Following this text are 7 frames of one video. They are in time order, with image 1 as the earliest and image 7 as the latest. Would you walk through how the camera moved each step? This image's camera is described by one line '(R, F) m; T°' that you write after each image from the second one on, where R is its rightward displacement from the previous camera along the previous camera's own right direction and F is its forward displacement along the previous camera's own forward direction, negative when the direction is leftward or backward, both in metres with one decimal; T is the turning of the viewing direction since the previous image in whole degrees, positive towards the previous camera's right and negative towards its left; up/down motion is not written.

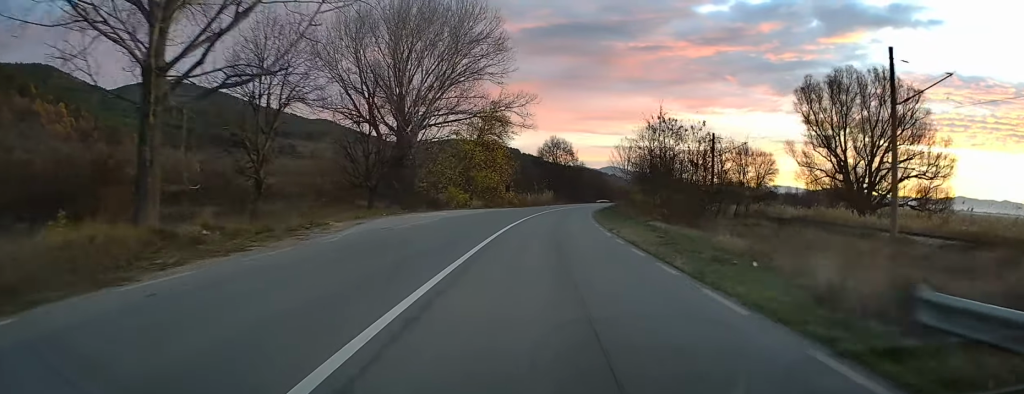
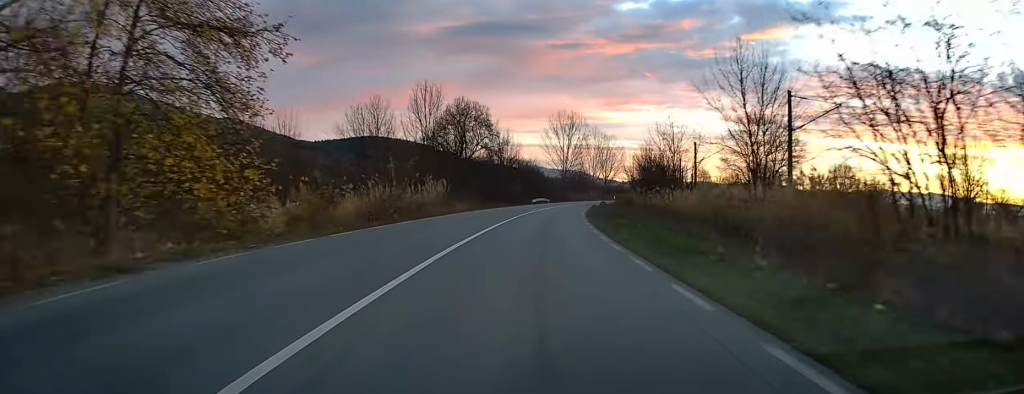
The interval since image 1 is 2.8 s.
(+5.1, +68.8) m; +7°
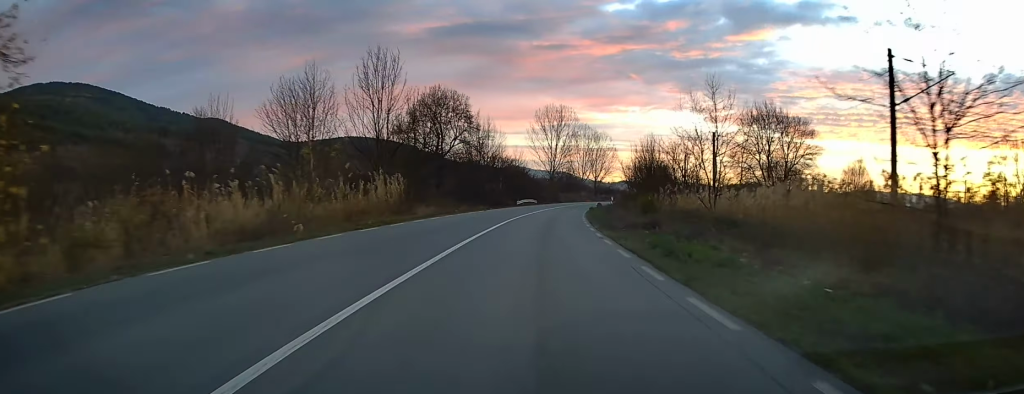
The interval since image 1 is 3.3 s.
(+0.1, +13.4) m; +1°
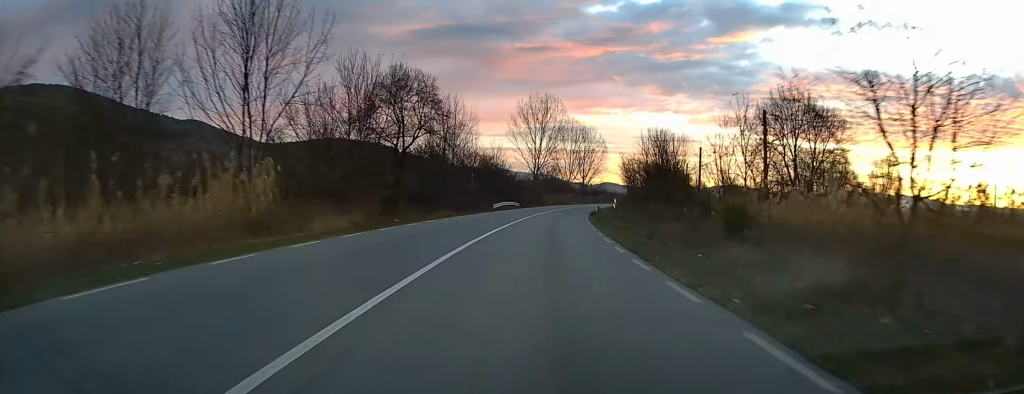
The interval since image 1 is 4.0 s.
(+0.2, +18.5) m; +2°
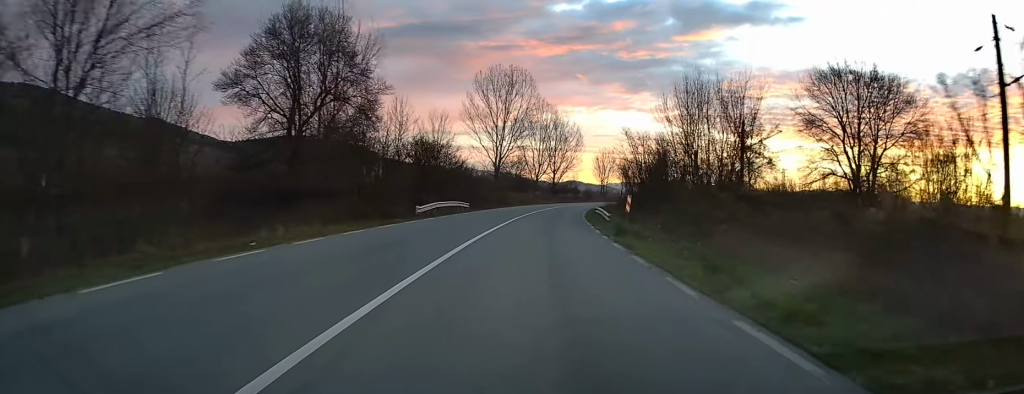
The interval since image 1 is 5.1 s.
(+0.6, +27.9) m; +4°
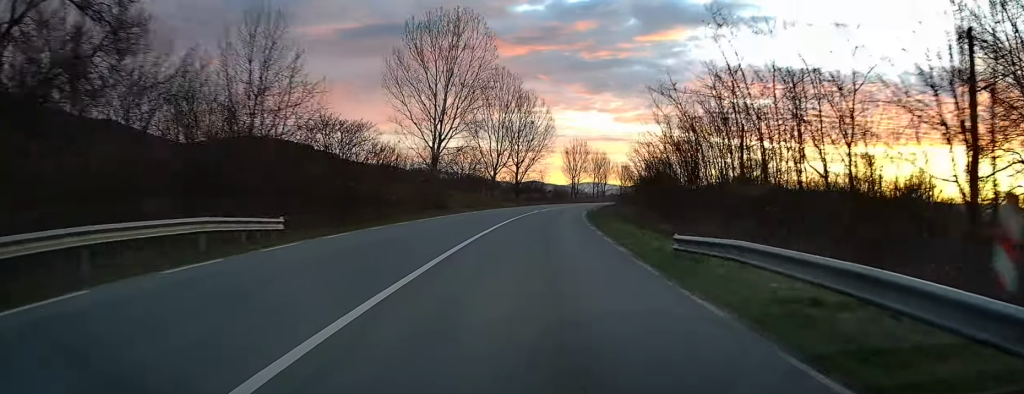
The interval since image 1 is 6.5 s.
(+1.3, +33.7) m; +3°
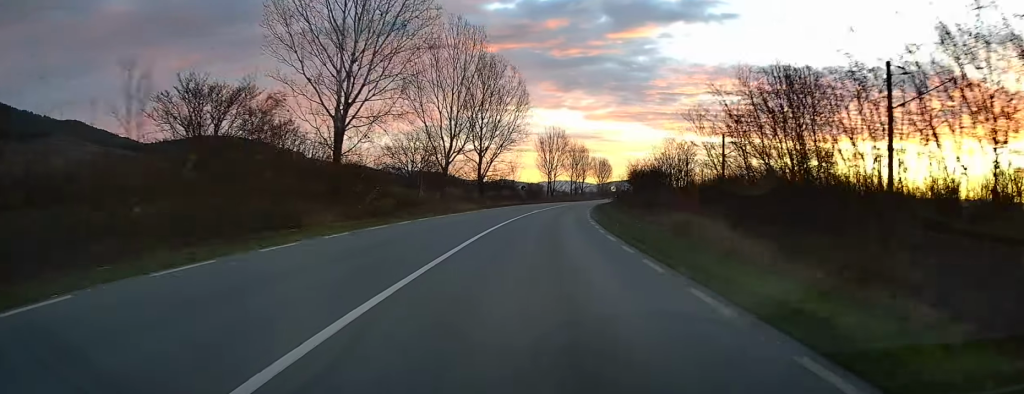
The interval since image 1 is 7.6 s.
(+0.5, +28.2) m; +3°
